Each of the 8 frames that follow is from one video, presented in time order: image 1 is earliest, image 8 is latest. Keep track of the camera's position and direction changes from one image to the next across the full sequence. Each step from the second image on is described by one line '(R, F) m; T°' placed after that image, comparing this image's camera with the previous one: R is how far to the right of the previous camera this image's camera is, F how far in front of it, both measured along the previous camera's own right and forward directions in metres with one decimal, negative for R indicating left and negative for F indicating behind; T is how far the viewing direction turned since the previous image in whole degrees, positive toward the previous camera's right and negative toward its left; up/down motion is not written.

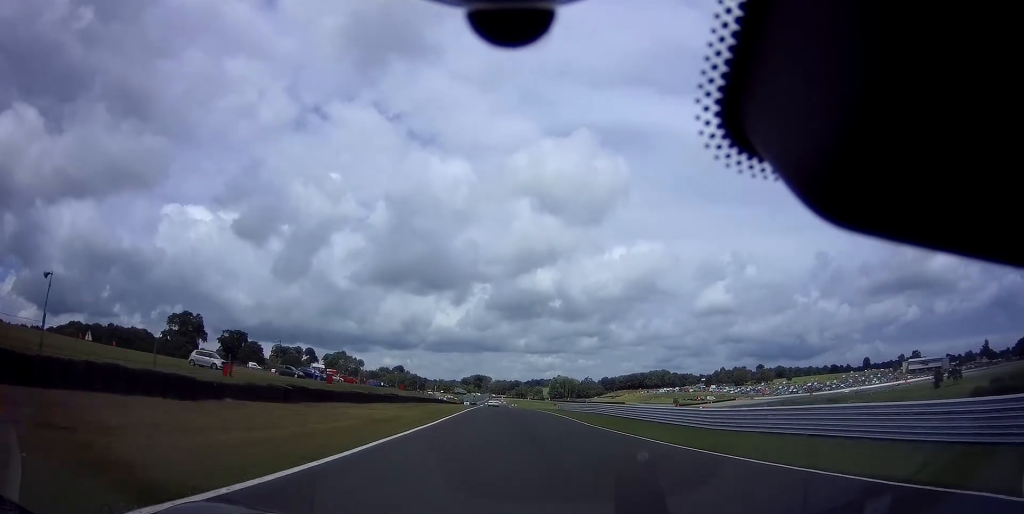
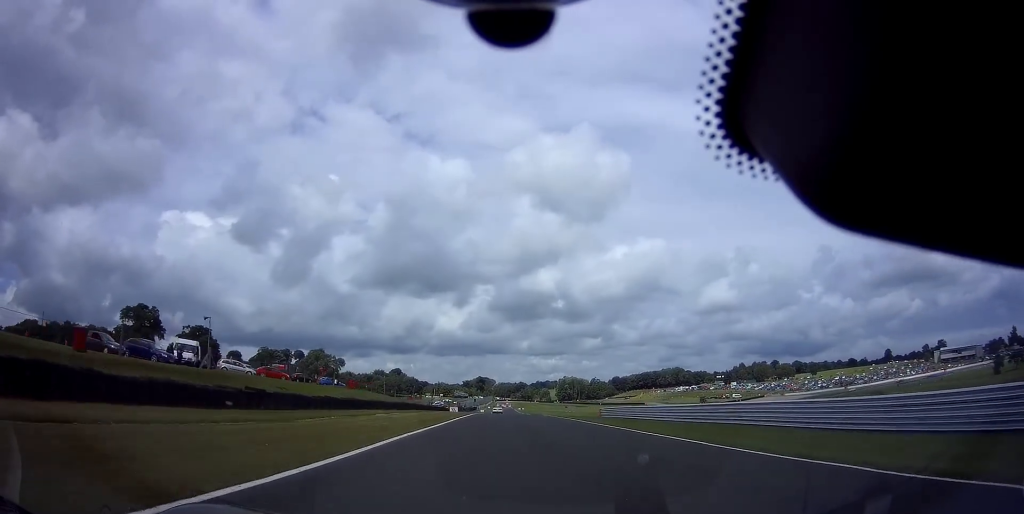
(+0.1, +34.6) m; 0°
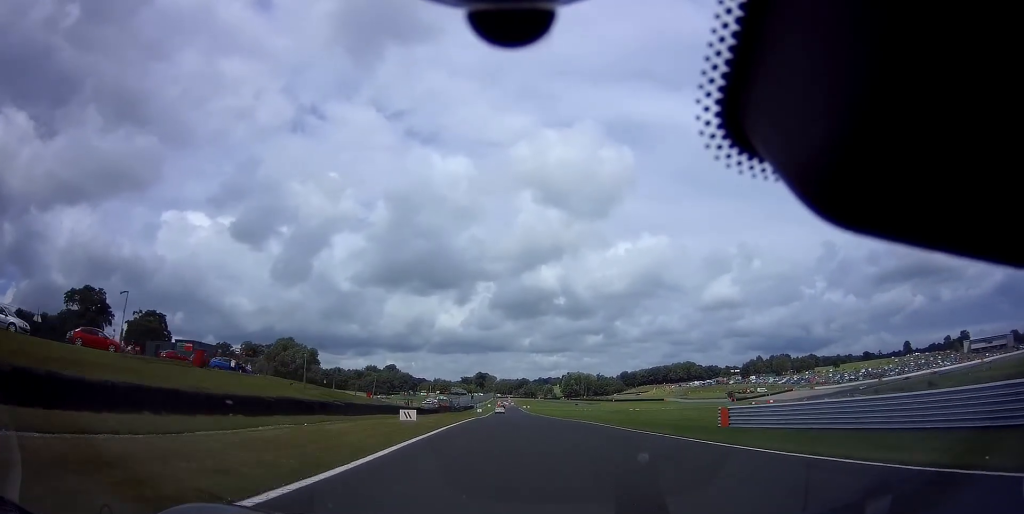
(0.0, +32.2) m; 0°
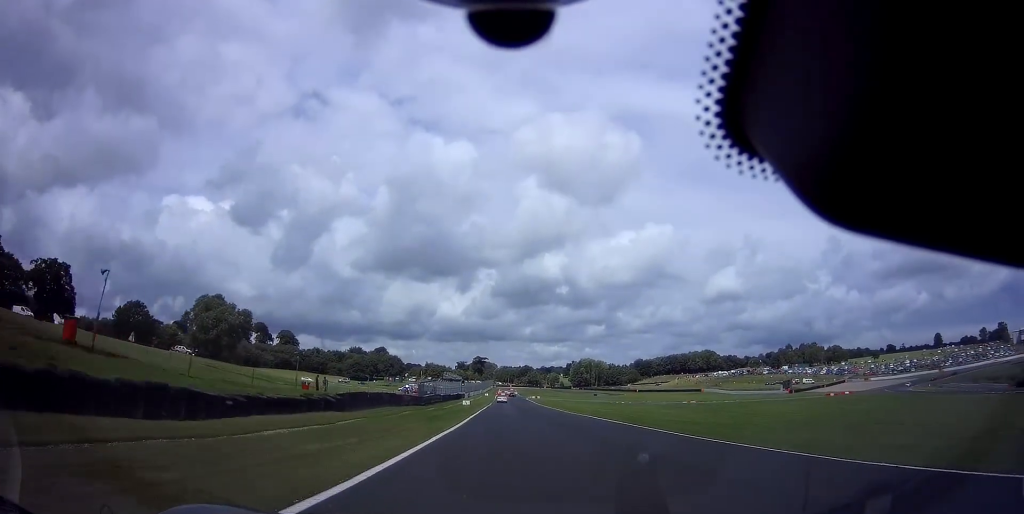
(-0.2, +48.6) m; 0°
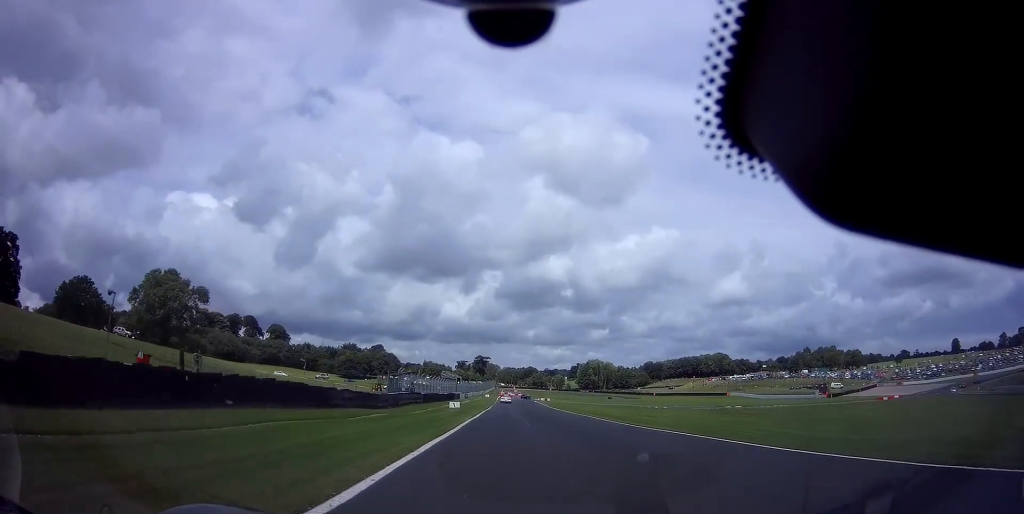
(0.0, +21.9) m; 0°
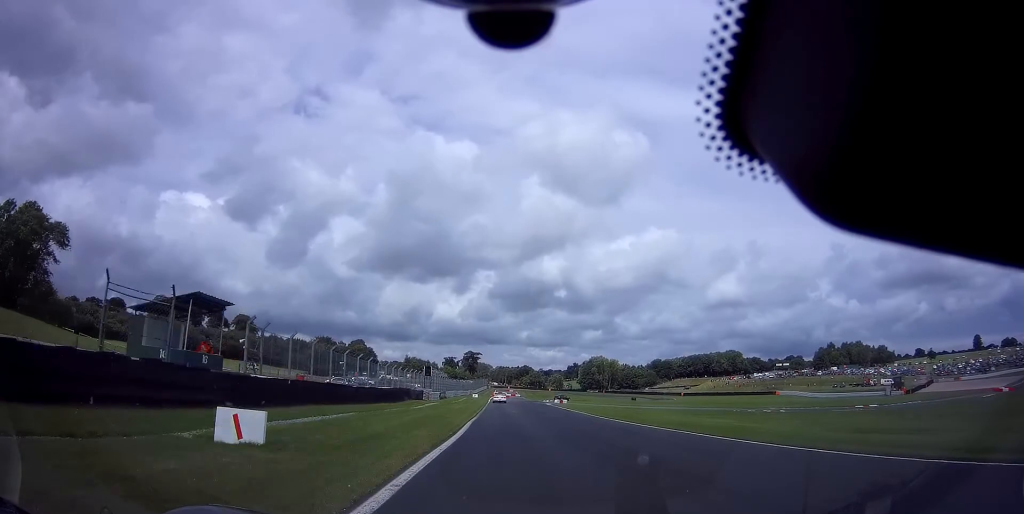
(+0.2, +39.2) m; +1°
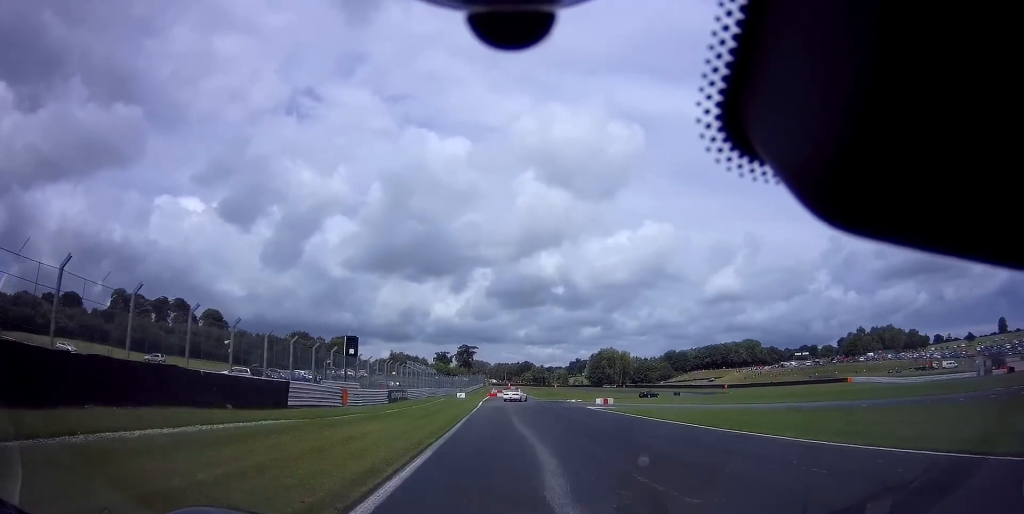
(+0.2, +35.2) m; 0°
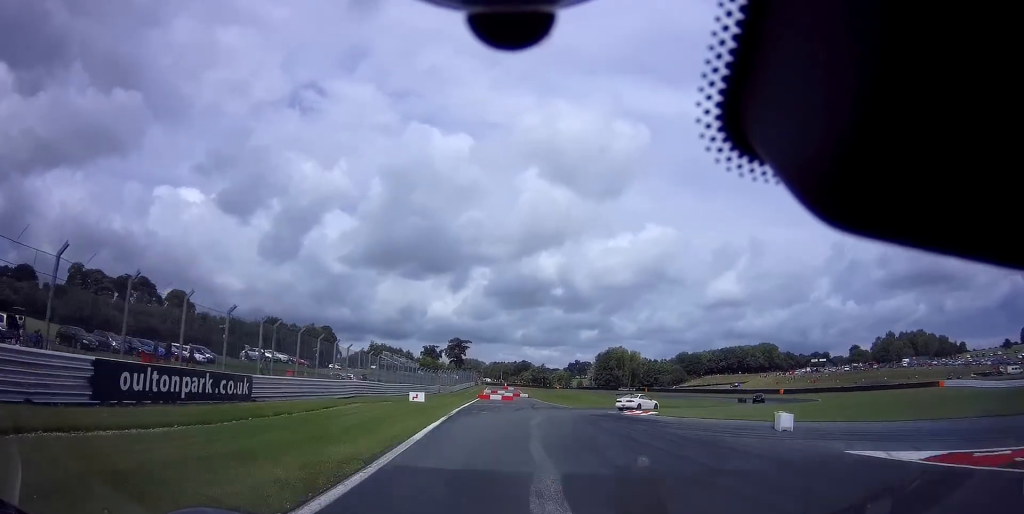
(+0.1, +32.4) m; +4°
